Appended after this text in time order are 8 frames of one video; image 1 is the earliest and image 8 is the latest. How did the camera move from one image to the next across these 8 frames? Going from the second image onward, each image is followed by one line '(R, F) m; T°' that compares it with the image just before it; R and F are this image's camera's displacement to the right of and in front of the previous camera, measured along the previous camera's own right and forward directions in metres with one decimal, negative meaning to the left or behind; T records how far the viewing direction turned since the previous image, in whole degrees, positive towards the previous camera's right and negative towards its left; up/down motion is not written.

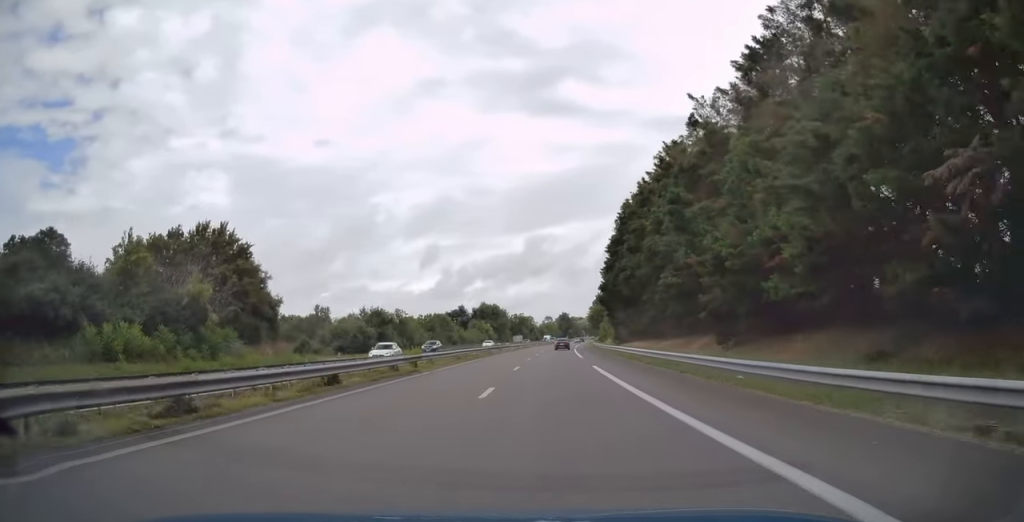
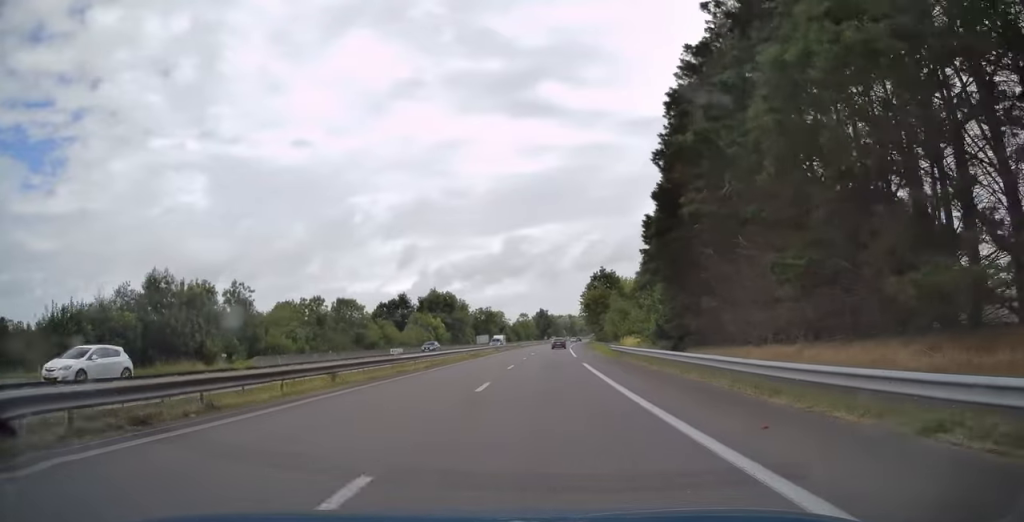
(+0.8, +50.6) m; +2°
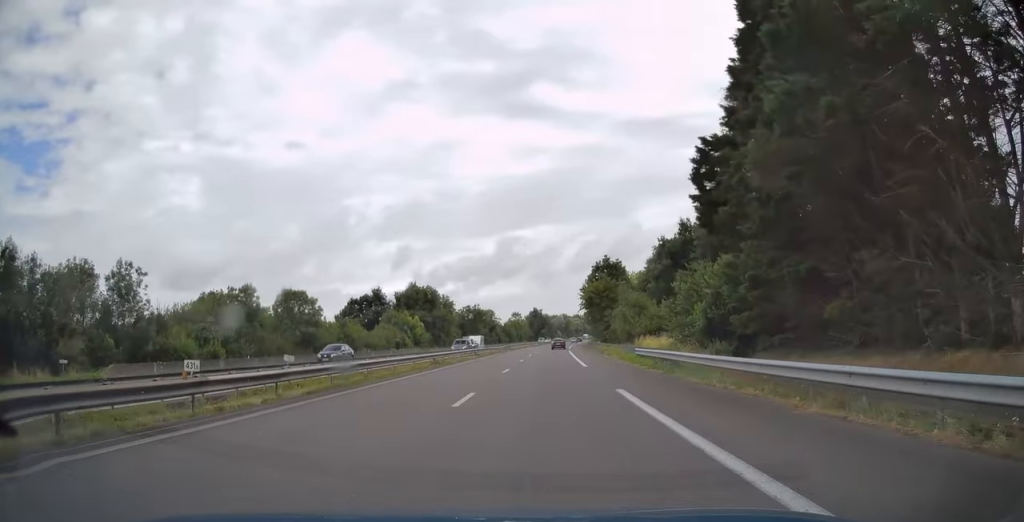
(+0.2, +16.2) m; 0°
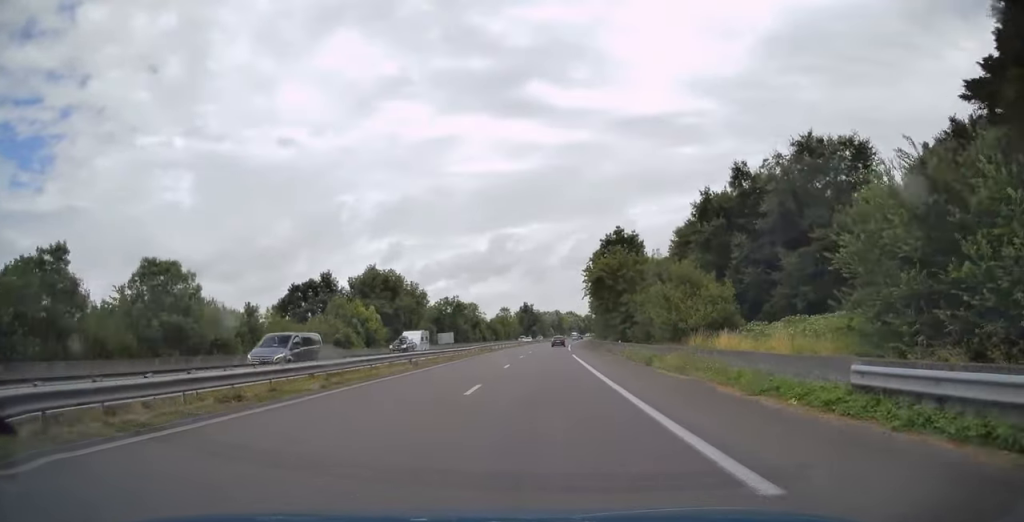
(+0.2, +24.3) m; +1°
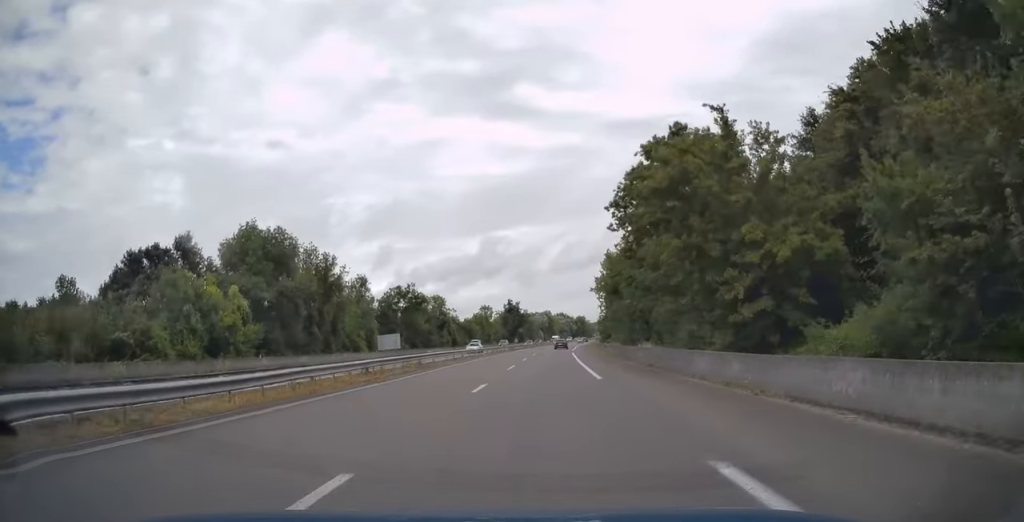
(+0.2, +37.8) m; +1°
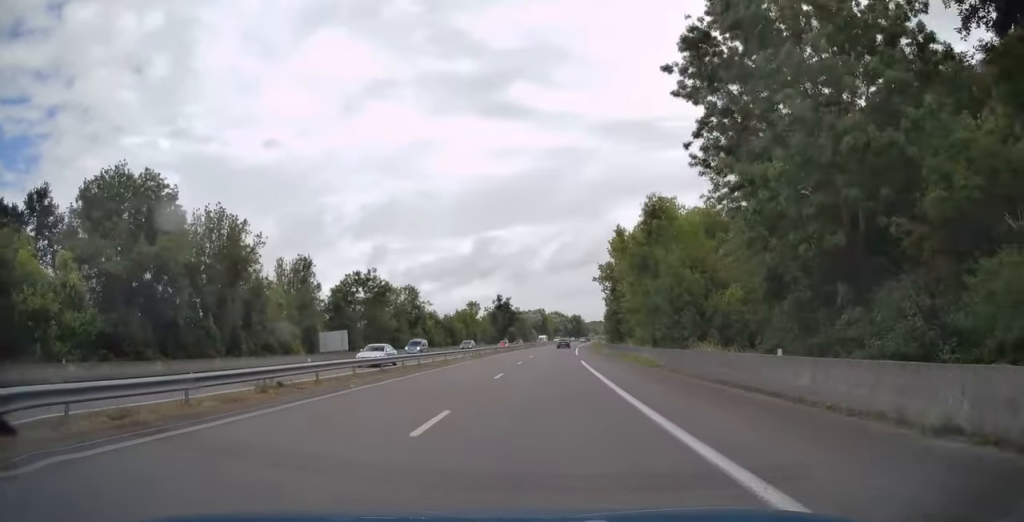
(+0.3, +20.4) m; +1°
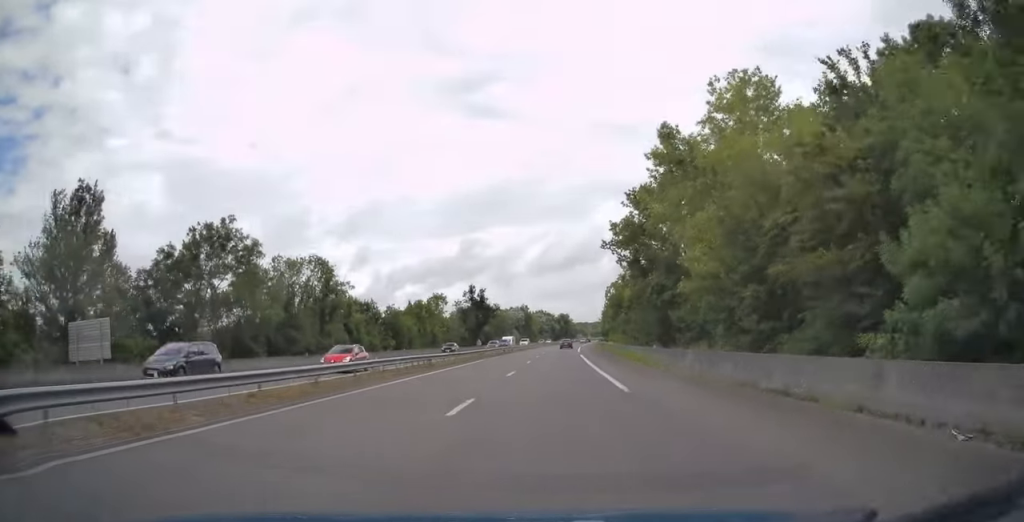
(+0.1, +36.5) m; +1°
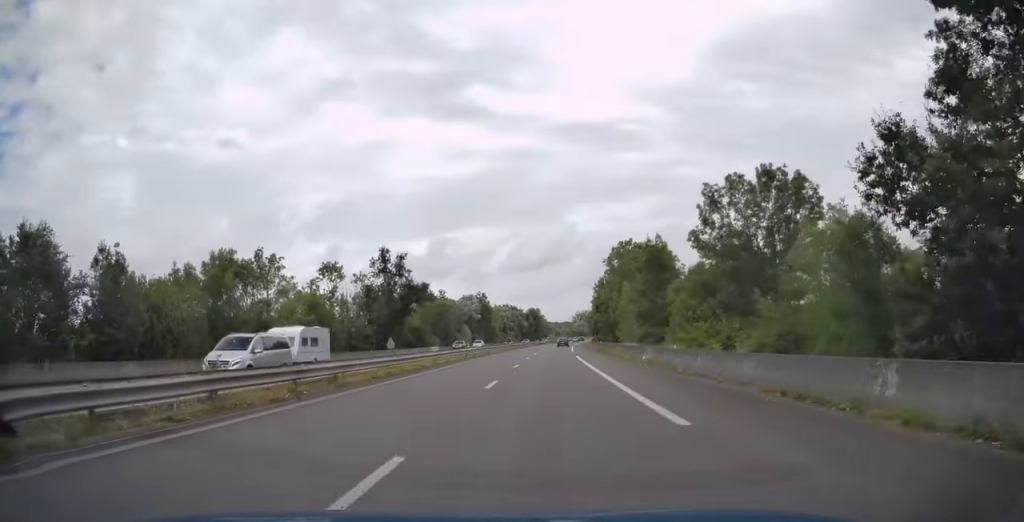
(+1.6, +59.1) m; +3°
